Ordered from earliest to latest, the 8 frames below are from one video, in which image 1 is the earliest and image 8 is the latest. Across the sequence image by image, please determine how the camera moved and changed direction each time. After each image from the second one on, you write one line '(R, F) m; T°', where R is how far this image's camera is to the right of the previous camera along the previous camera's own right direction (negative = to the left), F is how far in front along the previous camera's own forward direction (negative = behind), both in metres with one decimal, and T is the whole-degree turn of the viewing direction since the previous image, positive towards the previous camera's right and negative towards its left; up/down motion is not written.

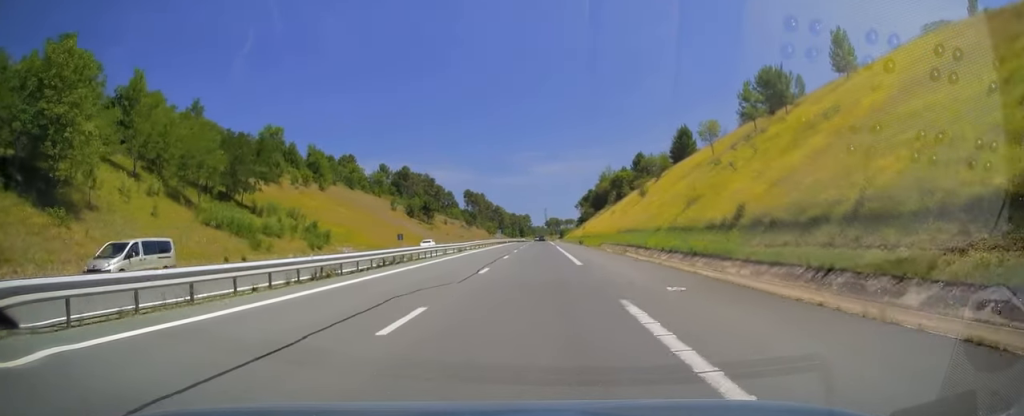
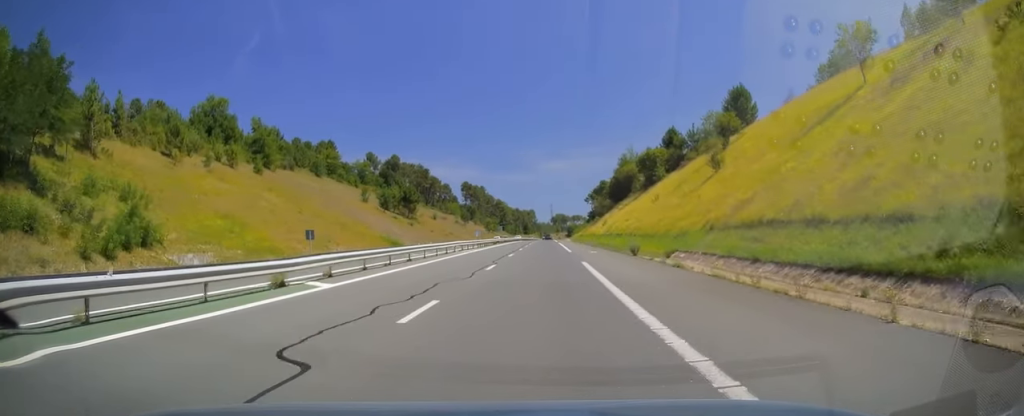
(0.0, +37.6) m; -1°
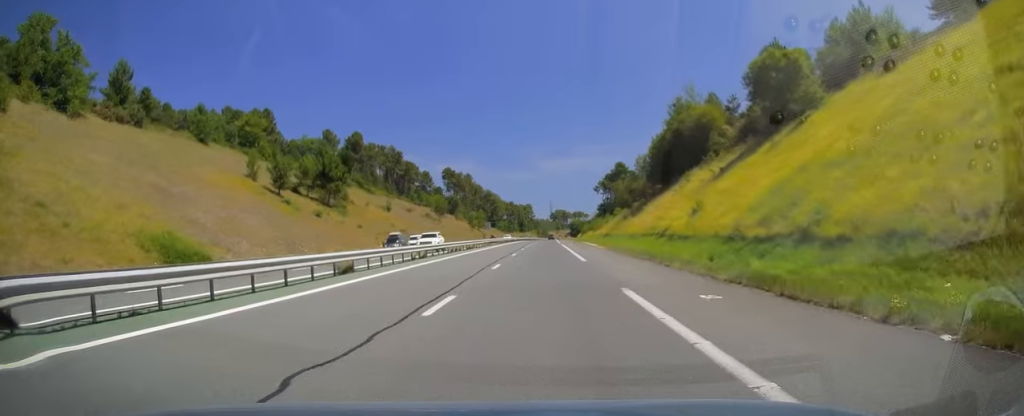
(-0.3, +64.0) m; 0°
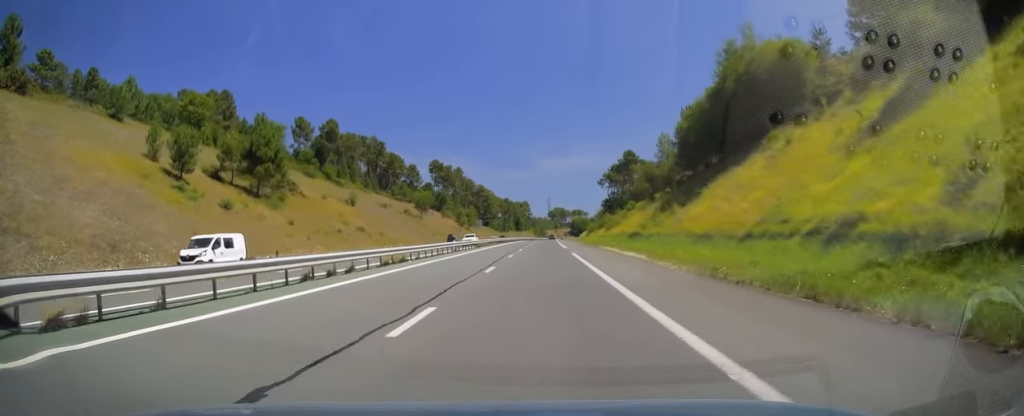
(-0.2, +27.8) m; 0°
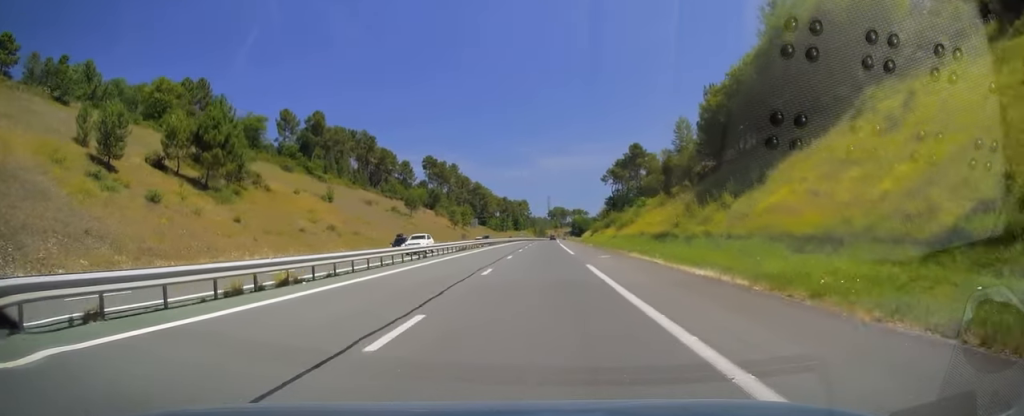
(+0.1, +13.9) m; 0°
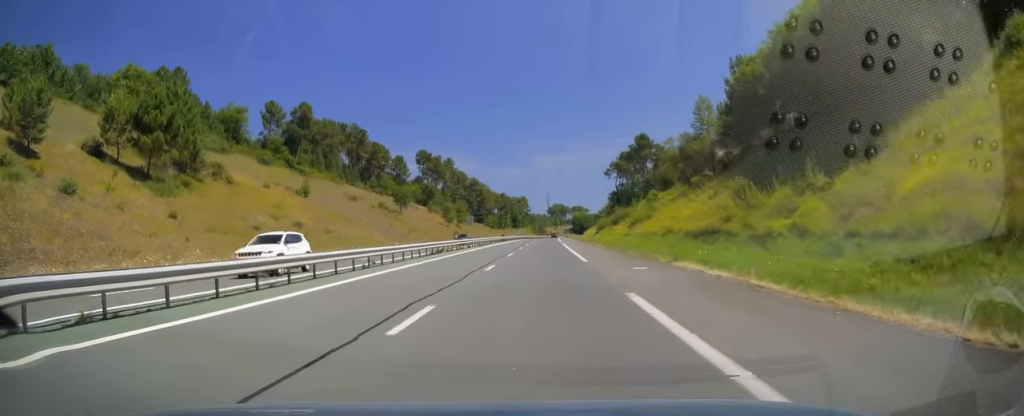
(+0.1, +11.8) m; 0°
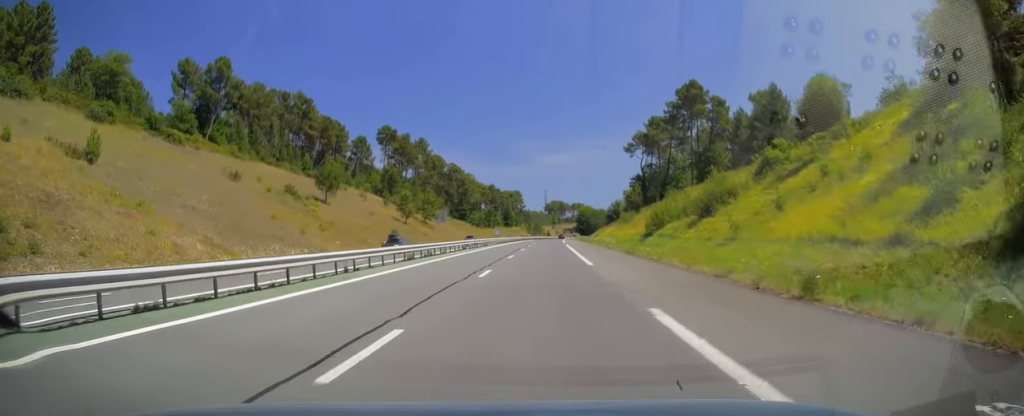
(+0.2, +54.0) m; 0°
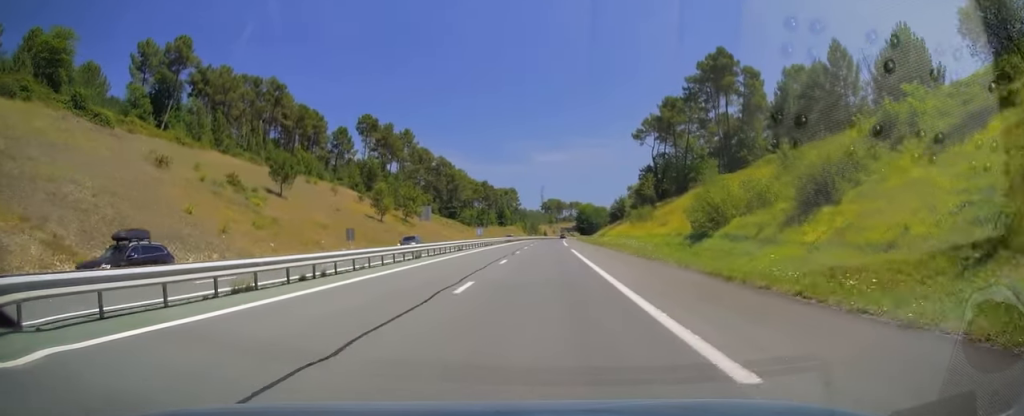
(0.0, +17.9) m; 0°
